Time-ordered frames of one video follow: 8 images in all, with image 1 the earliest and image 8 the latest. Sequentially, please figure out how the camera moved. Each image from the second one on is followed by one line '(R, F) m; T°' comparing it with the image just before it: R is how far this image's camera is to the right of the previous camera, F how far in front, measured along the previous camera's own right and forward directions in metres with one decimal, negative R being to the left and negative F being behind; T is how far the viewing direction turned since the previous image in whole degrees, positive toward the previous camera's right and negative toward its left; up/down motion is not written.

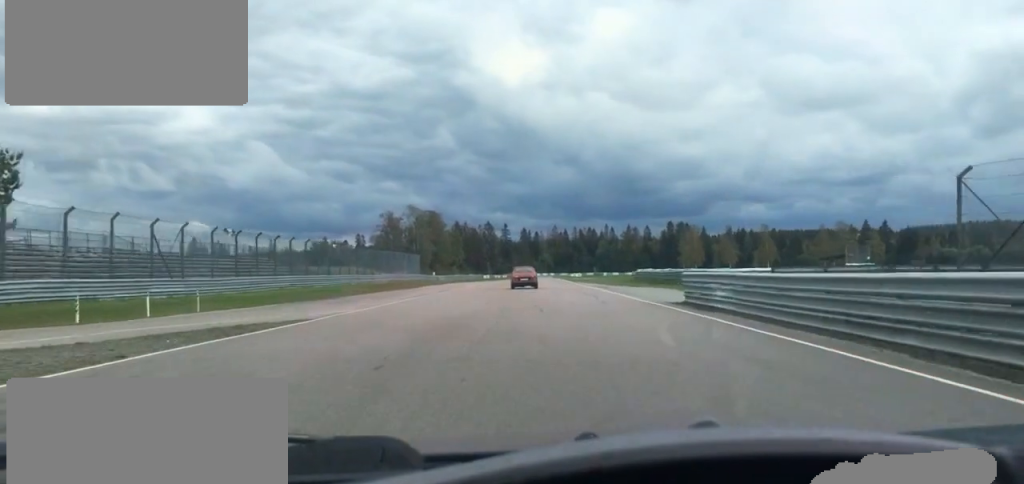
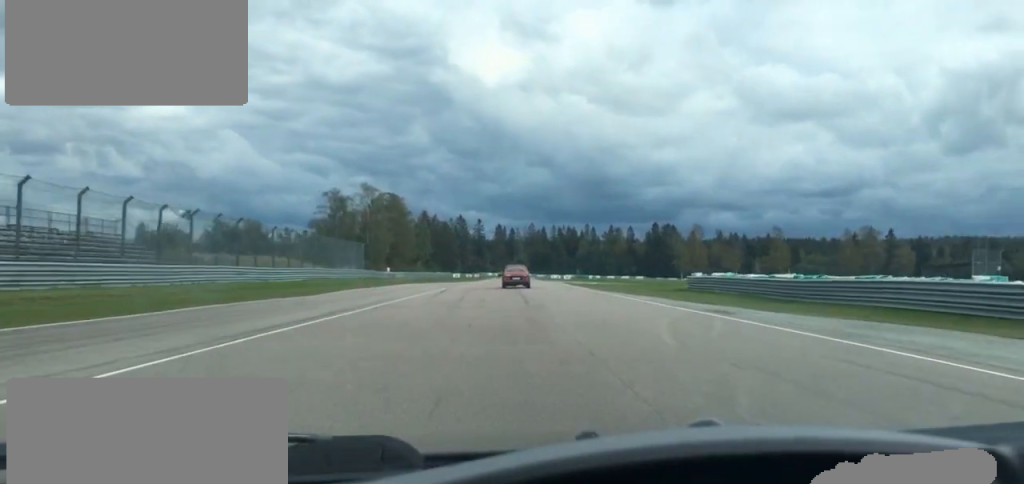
(+0.3, +36.5) m; +1°
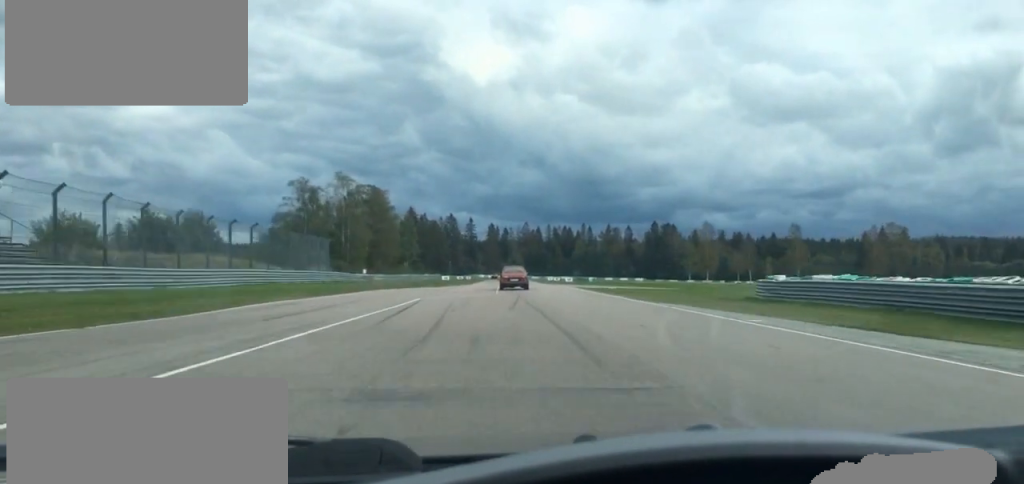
(+0.1, +18.6) m; +1°
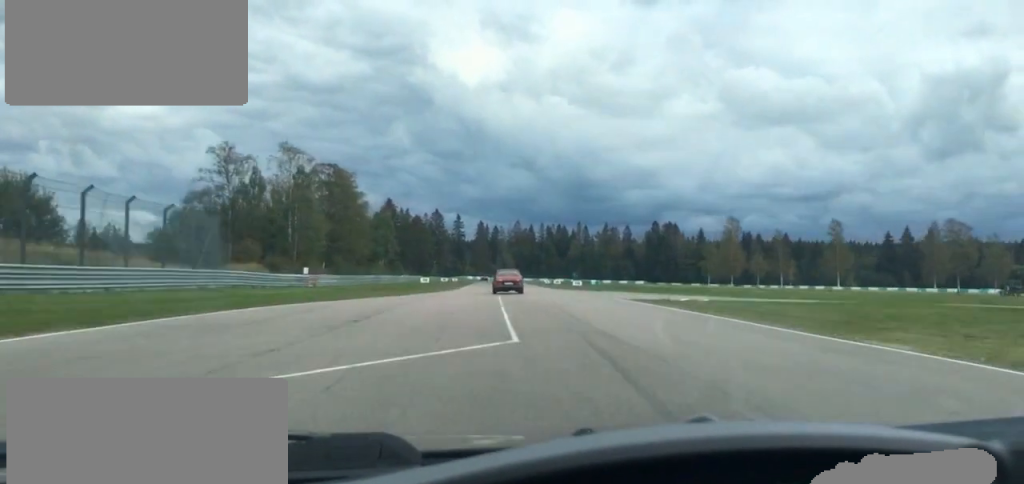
(+0.4, +31.0) m; +1°
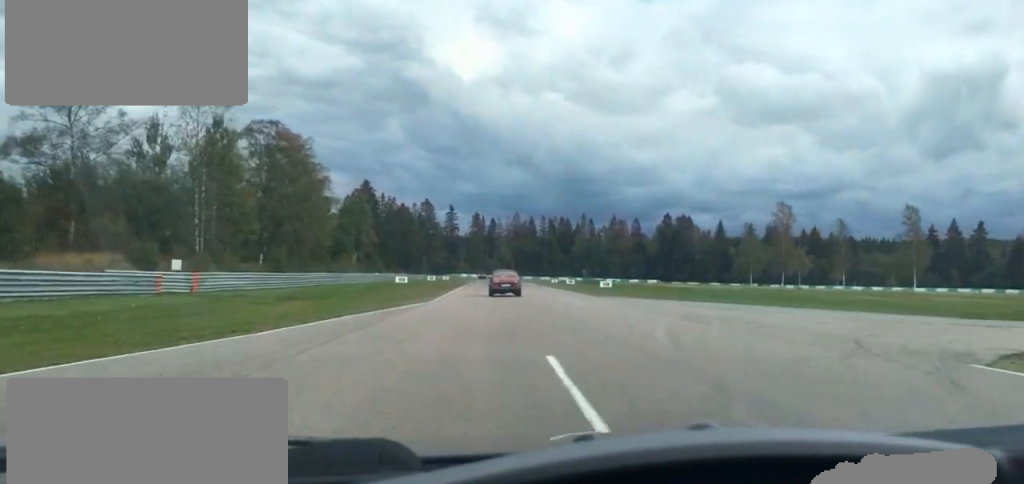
(+0.4, +33.3) m; 0°
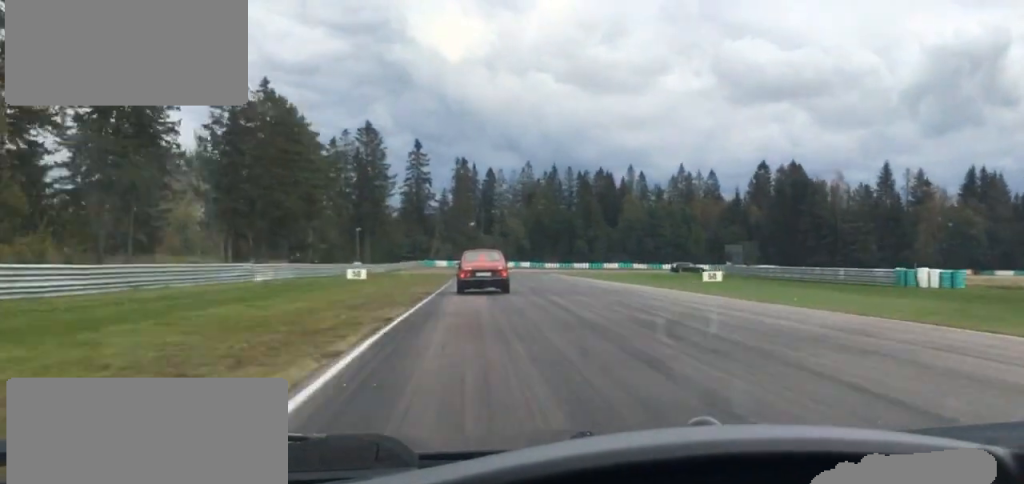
(+0.1, +127.9) m; +1°
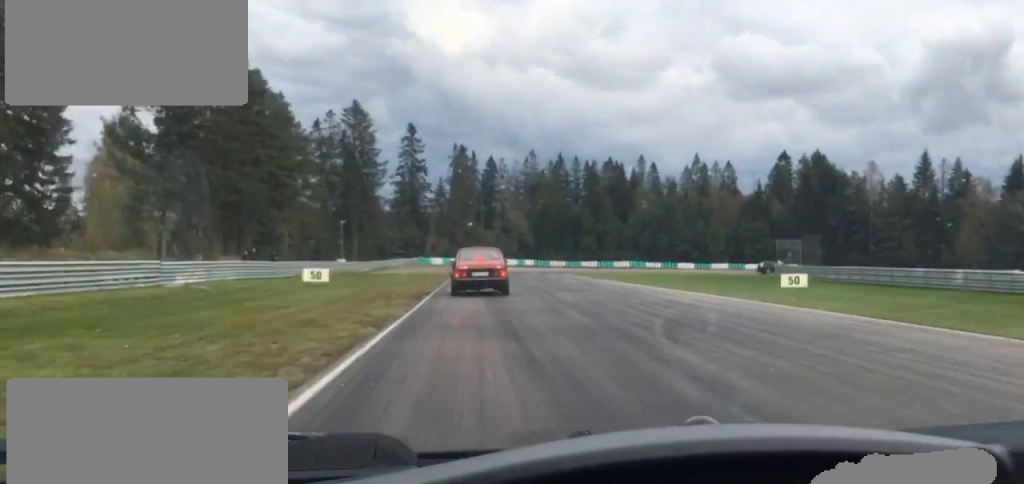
(+0.1, +16.1) m; 0°
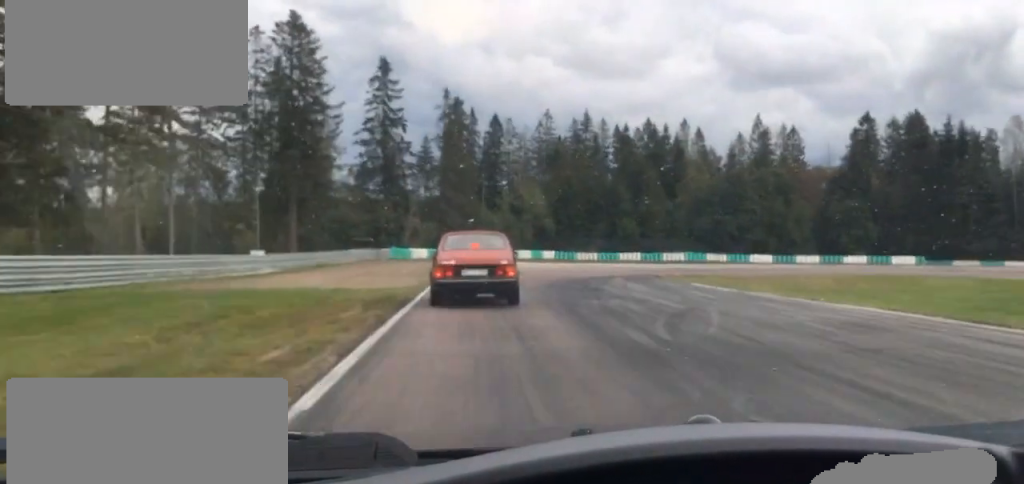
(-0.9, +45.9) m; 0°
